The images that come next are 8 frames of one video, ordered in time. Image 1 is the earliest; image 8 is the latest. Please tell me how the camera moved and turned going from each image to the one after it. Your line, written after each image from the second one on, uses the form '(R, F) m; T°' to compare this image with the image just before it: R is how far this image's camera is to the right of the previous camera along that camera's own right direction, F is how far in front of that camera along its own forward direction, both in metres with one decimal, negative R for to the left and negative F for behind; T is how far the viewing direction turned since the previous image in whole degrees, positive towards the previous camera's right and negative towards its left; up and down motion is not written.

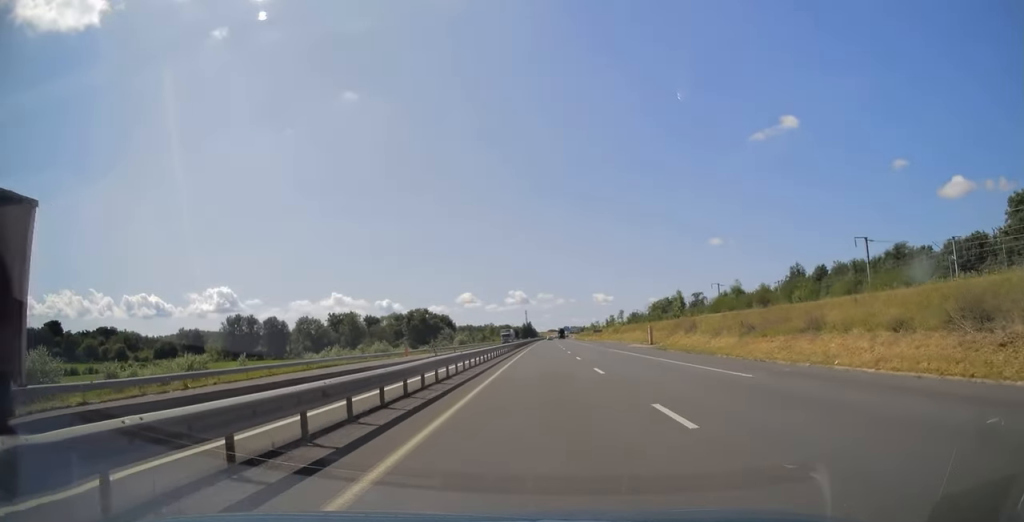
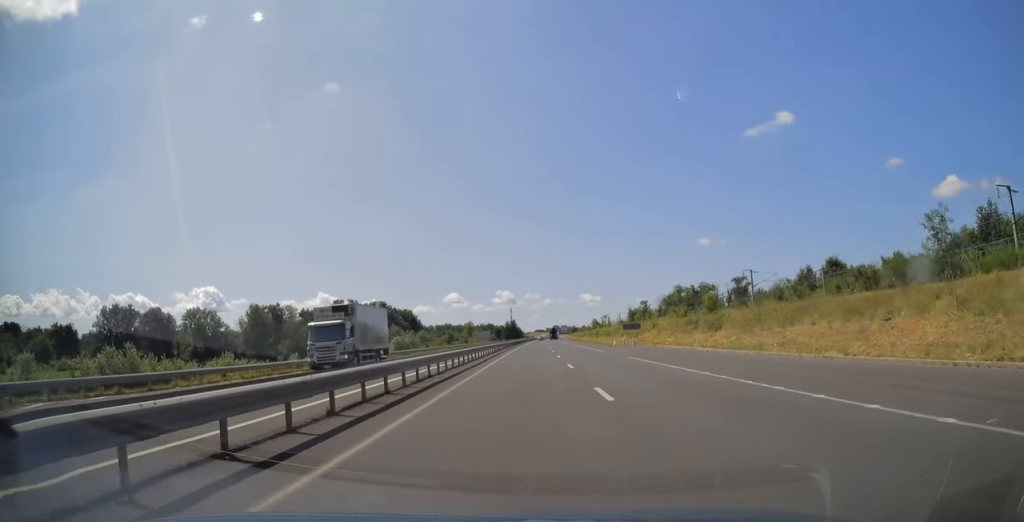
(+0.4, +71.0) m; +1°
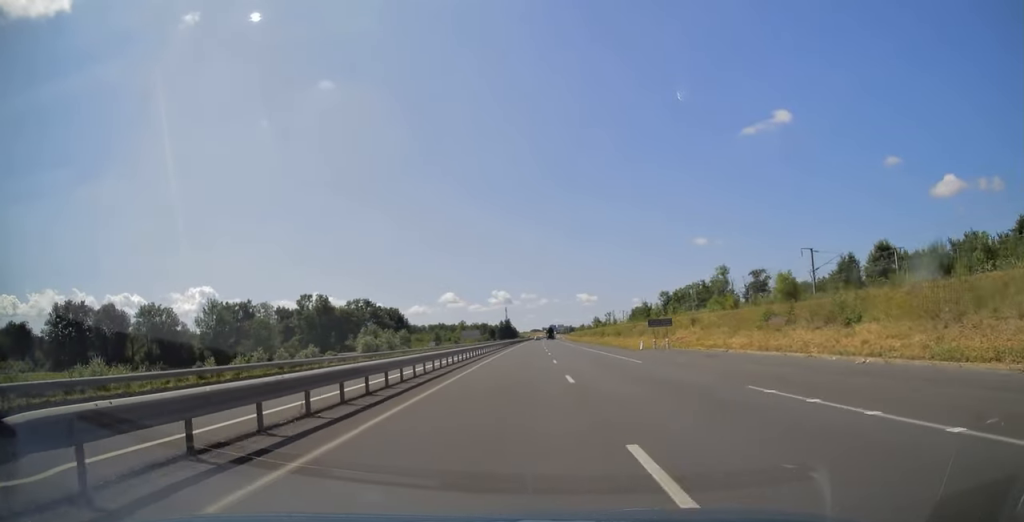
(+0.1, +20.2) m; 0°
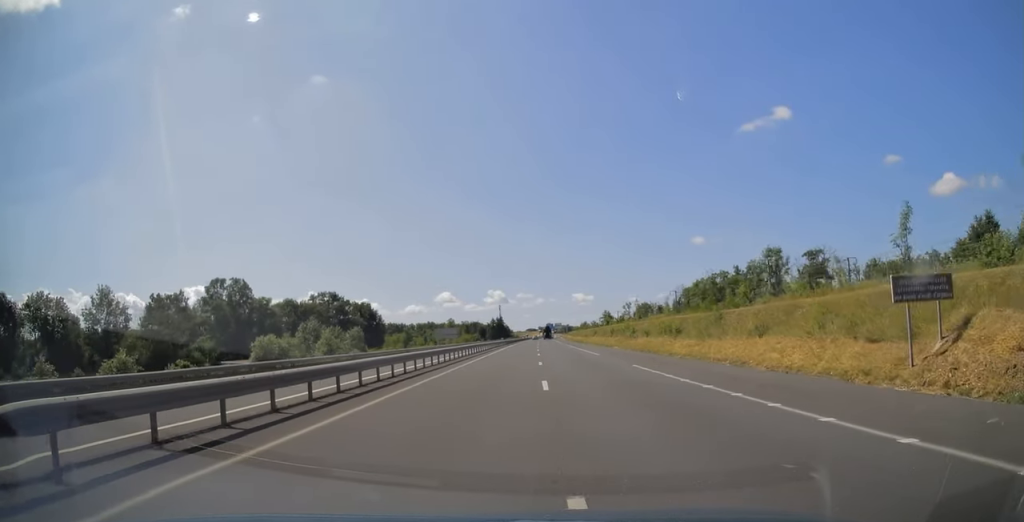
(+0.2, +39.6) m; +1°
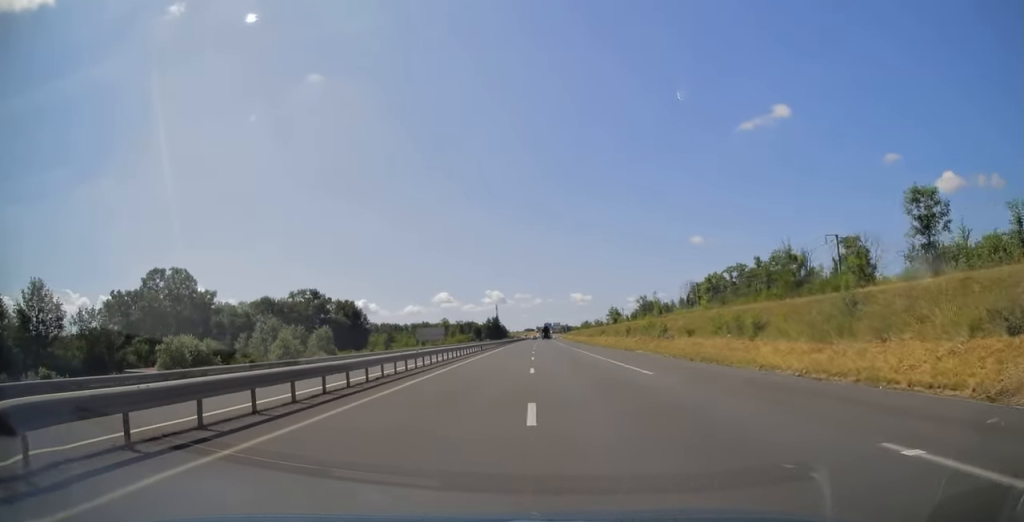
(0.0, +18.2) m; 0°
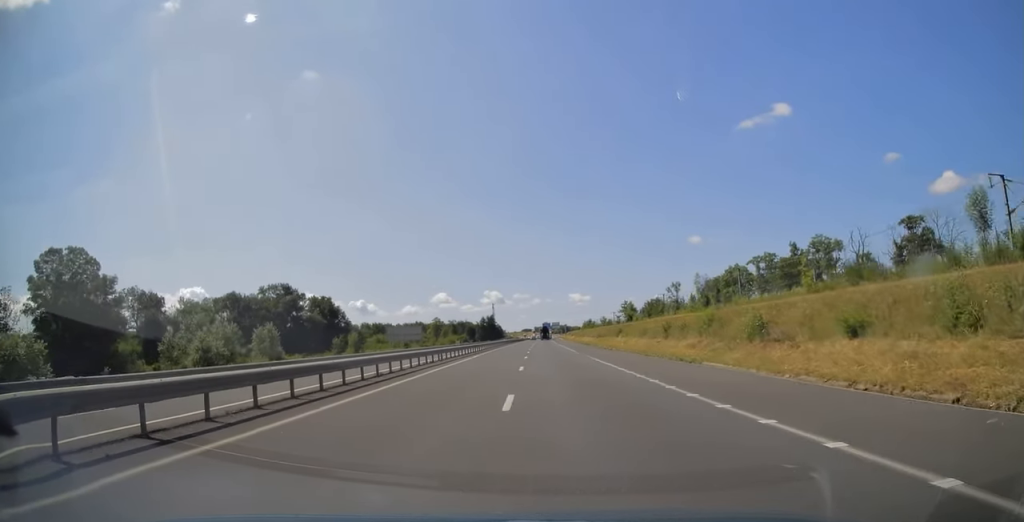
(+0.1, +23.1) m; 0°
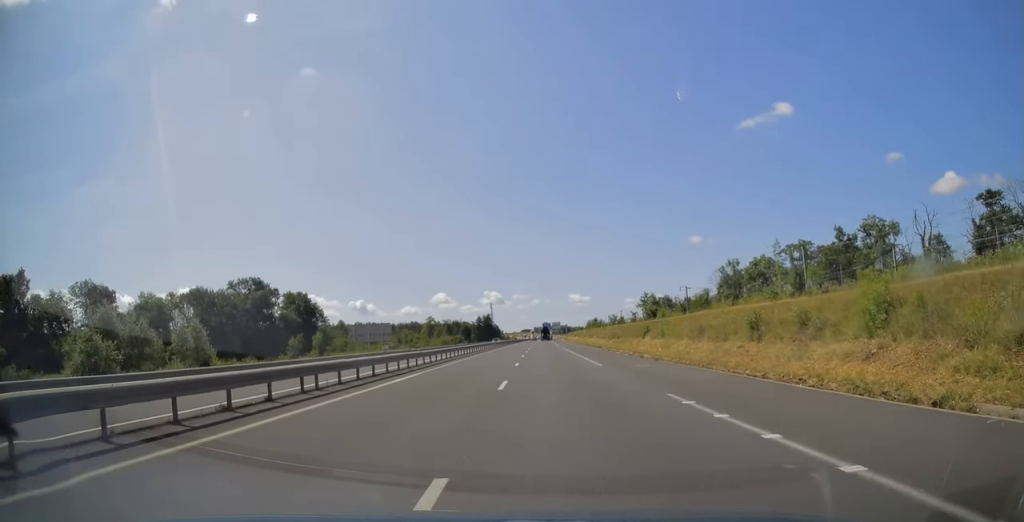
(0.0, +20.6) m; 0°
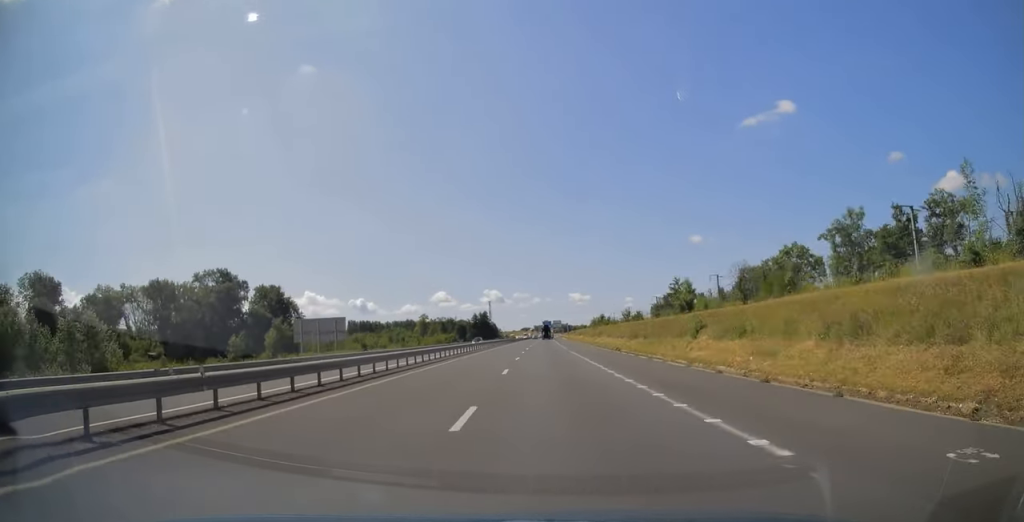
(0.0, +19.4) m; 0°
